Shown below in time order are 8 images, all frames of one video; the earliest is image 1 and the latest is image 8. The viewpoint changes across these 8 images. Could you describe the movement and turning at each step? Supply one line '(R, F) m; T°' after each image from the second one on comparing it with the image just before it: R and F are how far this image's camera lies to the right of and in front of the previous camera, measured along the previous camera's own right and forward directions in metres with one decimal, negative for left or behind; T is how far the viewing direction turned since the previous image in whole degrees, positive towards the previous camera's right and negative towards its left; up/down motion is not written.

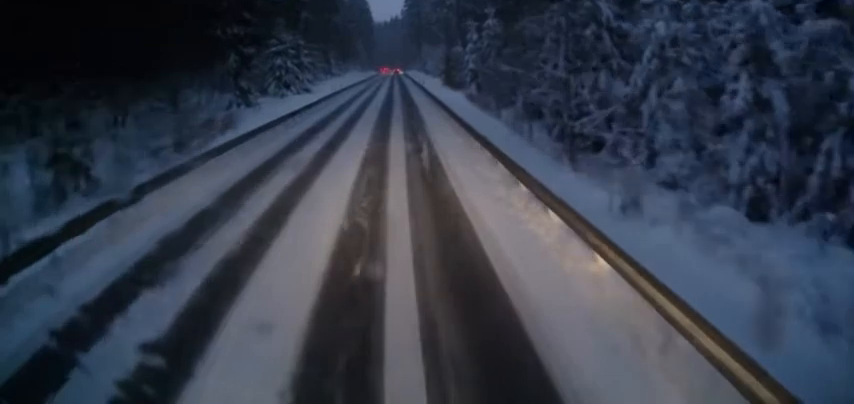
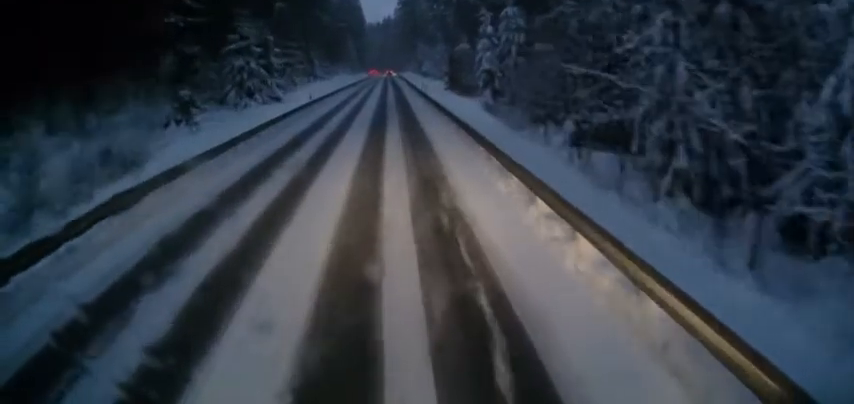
(-0.1, +11.1) m; +4°
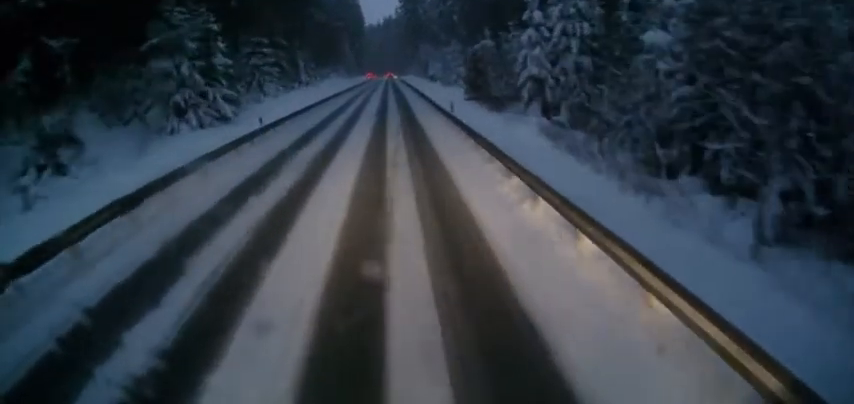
(+1.0, +13.7) m; +5°
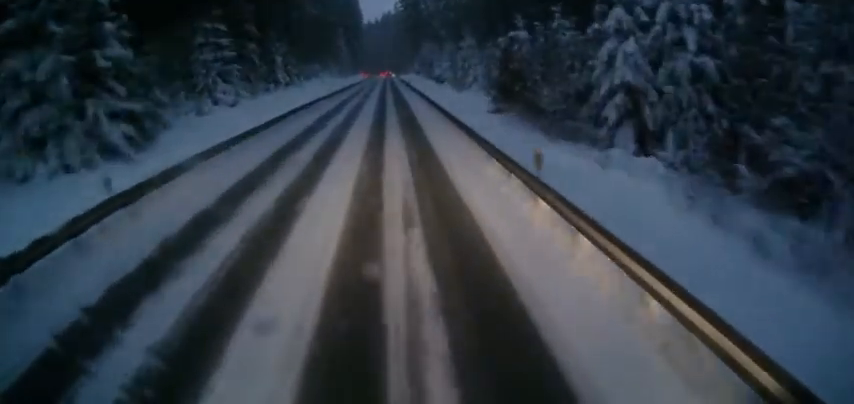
(+0.3, +12.1) m; +2°
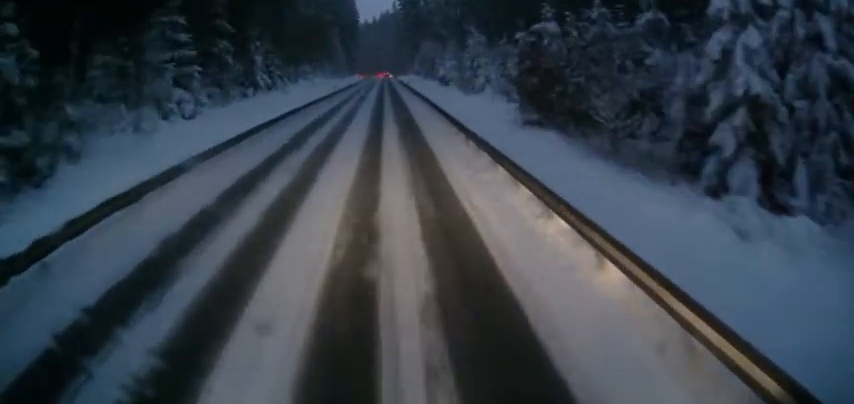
(0.0, +7.3) m; +1°
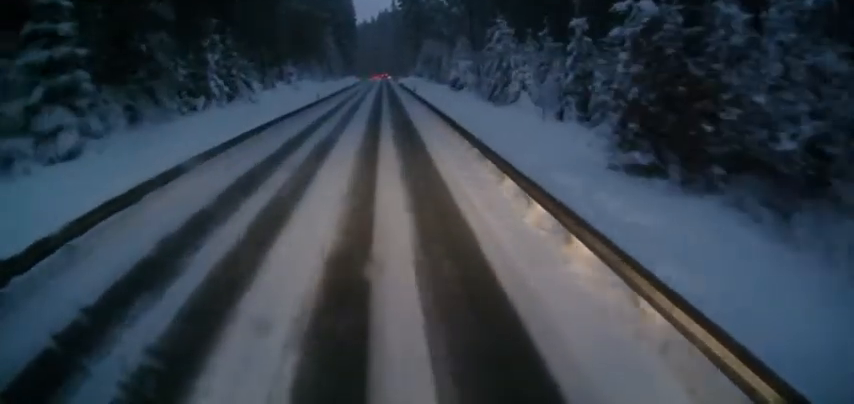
(0.0, +11.0) m; +1°
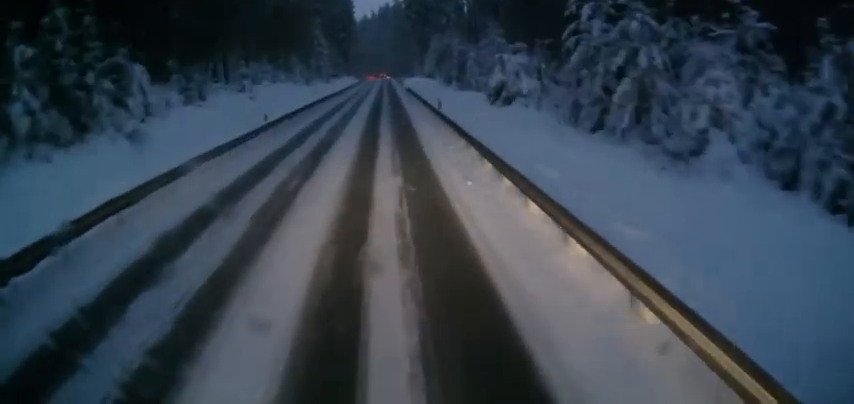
(+0.3, +18.3) m; +1°
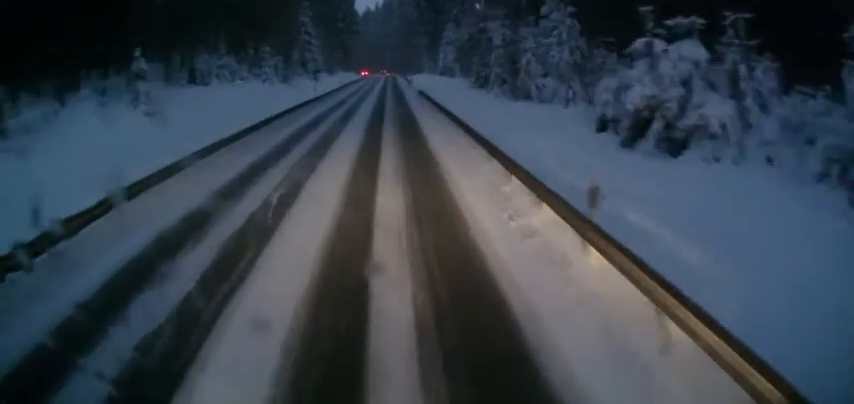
(0.0, +17.2) m; 0°
